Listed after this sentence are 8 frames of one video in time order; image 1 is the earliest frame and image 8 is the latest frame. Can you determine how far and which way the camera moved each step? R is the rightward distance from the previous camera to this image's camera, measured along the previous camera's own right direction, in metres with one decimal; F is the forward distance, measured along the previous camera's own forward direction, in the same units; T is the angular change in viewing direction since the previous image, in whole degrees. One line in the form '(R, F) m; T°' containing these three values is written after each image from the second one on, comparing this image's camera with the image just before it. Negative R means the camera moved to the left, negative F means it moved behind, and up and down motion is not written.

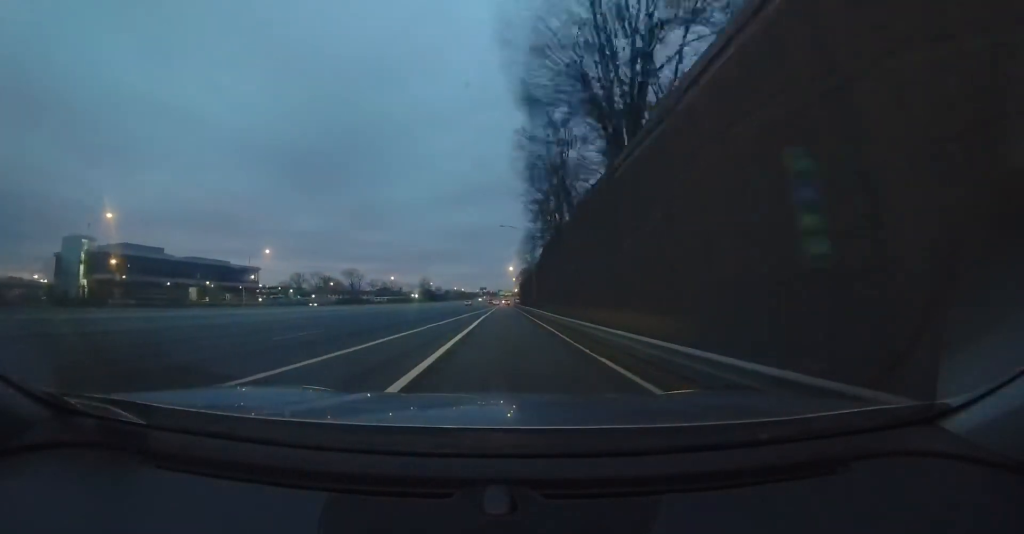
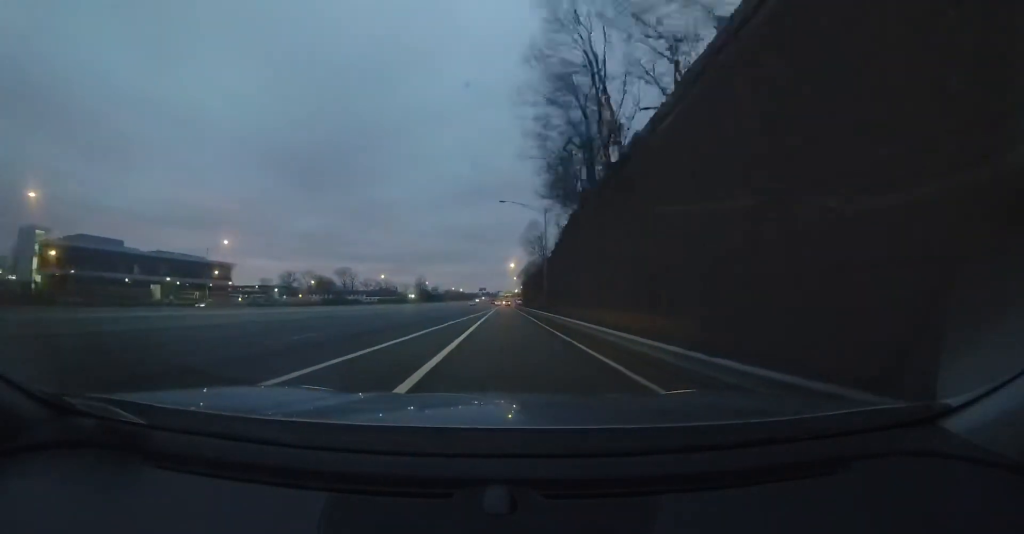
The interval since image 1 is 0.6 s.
(0.0, +13.2) m; +1°
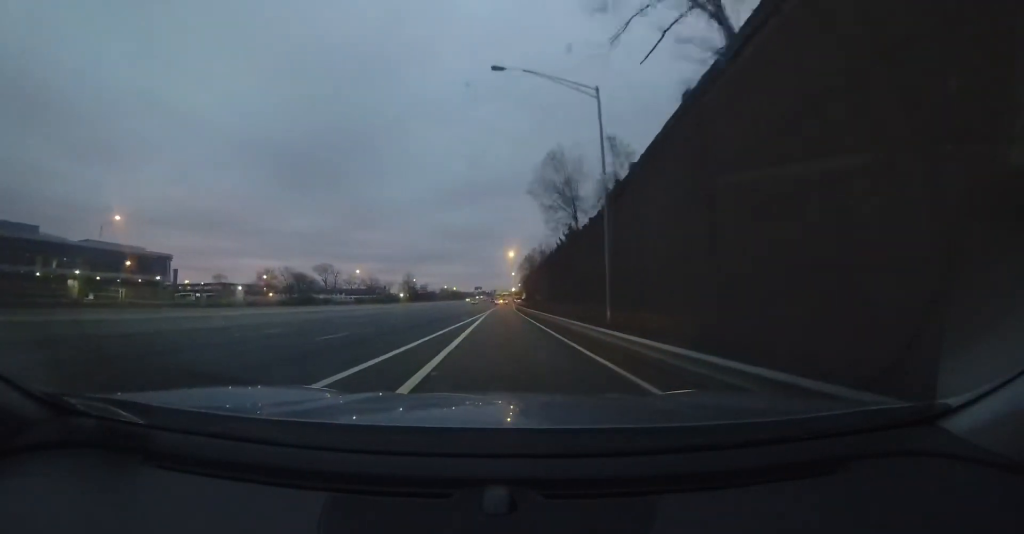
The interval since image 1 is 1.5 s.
(+0.2, +22.9) m; +1°
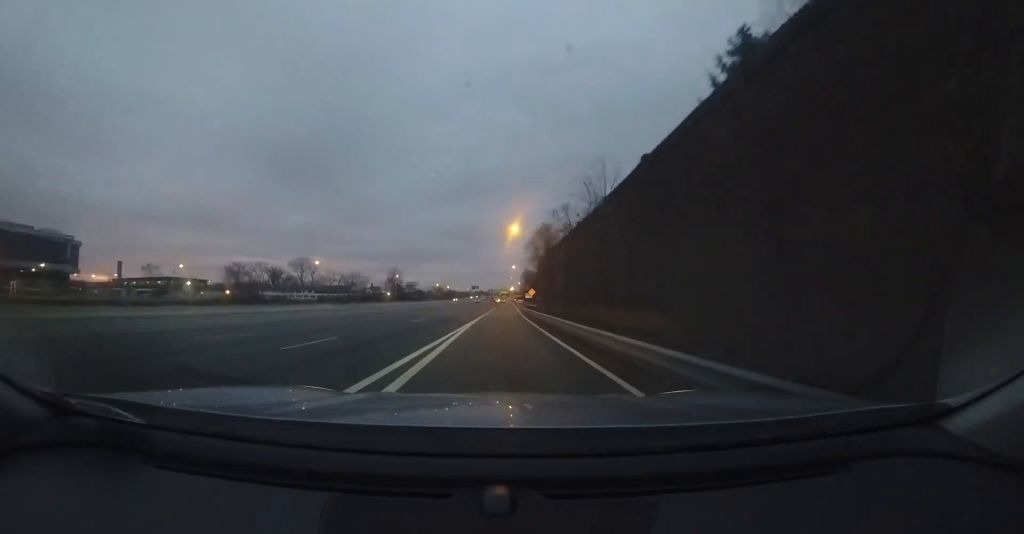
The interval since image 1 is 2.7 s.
(+0.4, +27.5) m; 0°
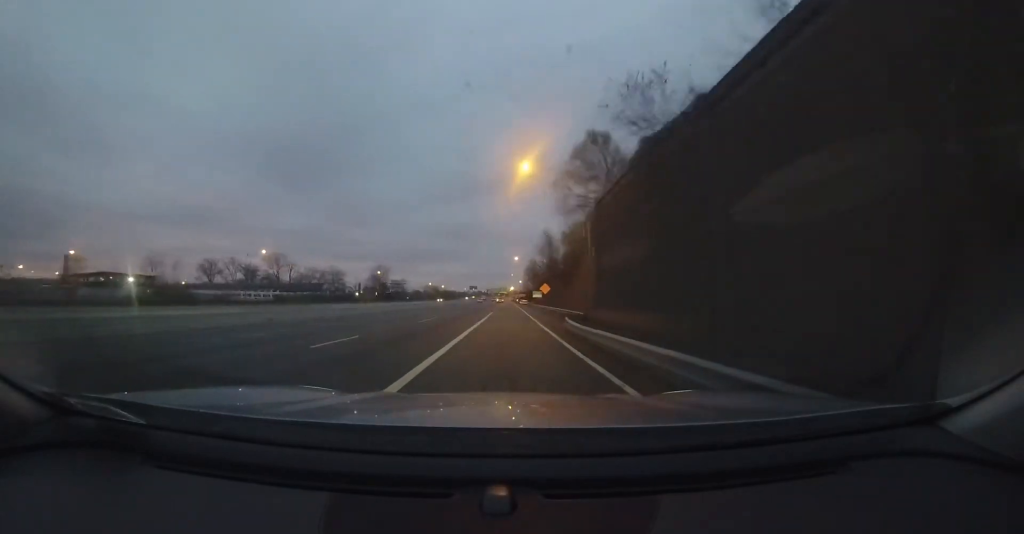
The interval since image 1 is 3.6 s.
(-0.4, +24.0) m; -1°
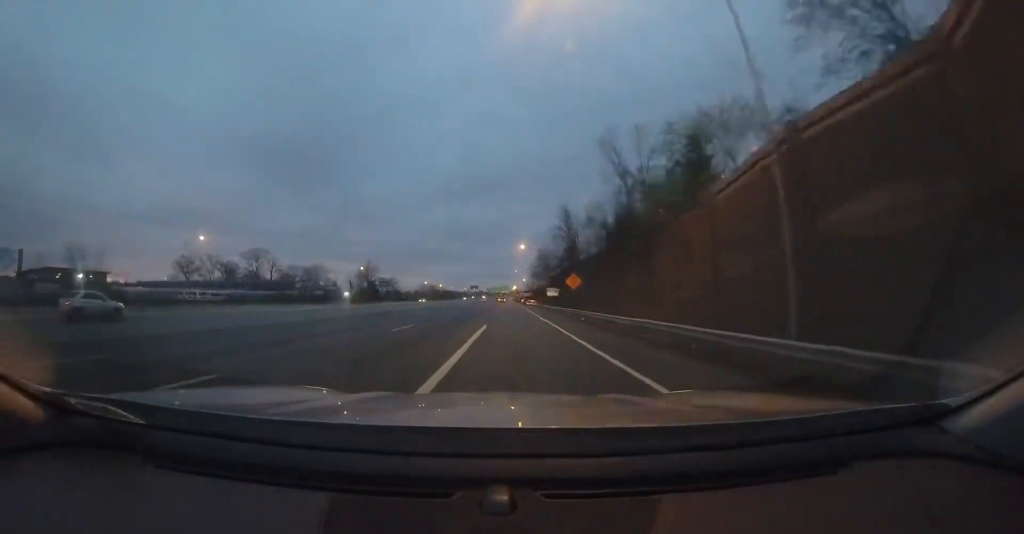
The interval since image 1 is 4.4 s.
(-0.1, +19.3) m; 0°
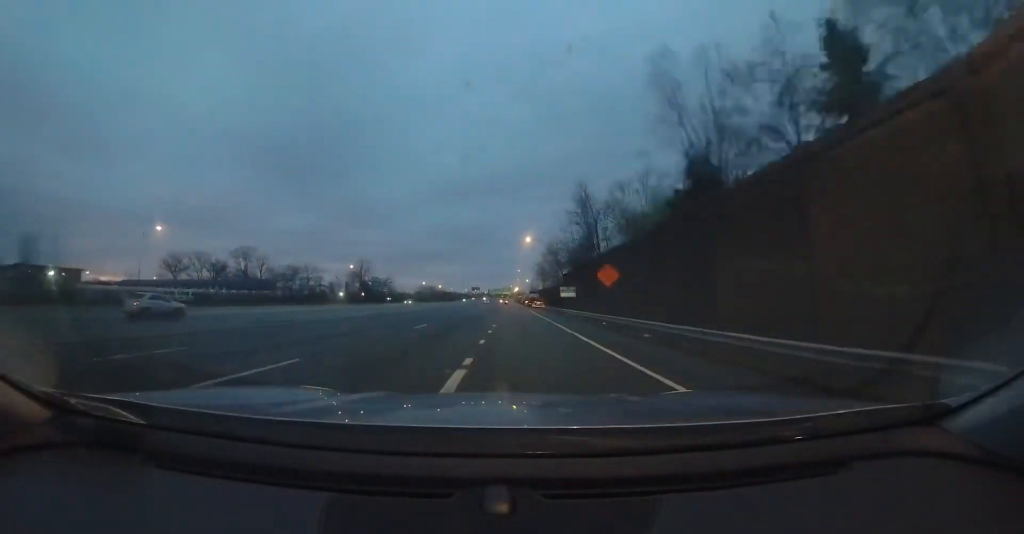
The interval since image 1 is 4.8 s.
(-0.1, +10.1) m; 0°
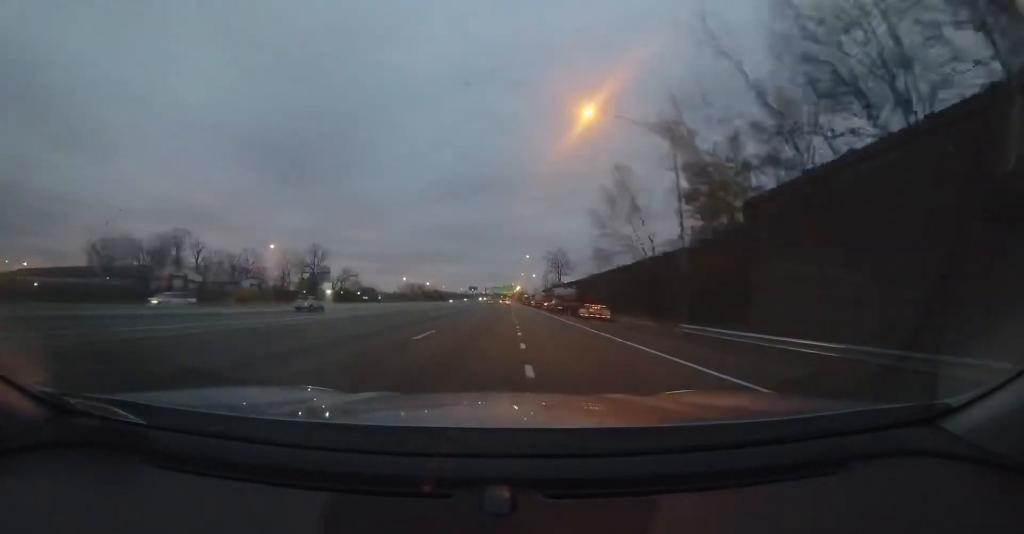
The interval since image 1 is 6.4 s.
(+0.2, +41.0) m; +1°
